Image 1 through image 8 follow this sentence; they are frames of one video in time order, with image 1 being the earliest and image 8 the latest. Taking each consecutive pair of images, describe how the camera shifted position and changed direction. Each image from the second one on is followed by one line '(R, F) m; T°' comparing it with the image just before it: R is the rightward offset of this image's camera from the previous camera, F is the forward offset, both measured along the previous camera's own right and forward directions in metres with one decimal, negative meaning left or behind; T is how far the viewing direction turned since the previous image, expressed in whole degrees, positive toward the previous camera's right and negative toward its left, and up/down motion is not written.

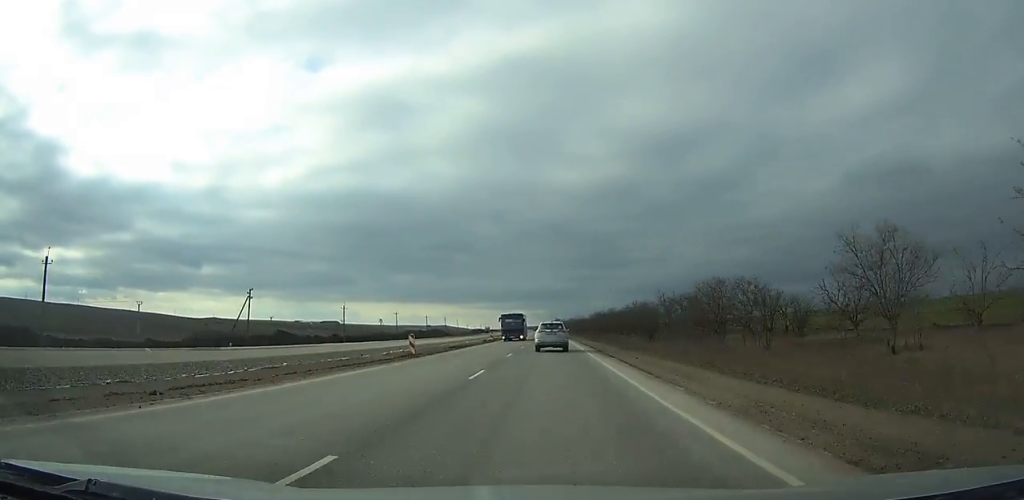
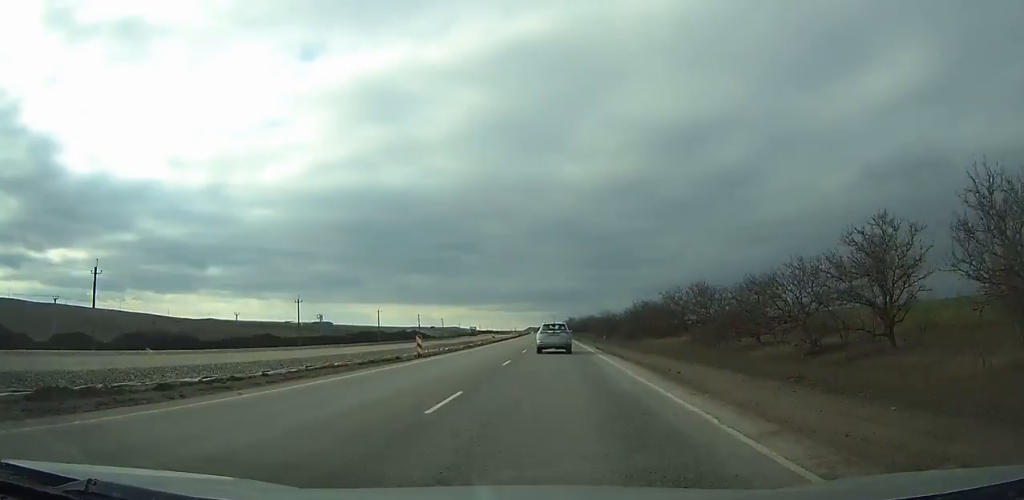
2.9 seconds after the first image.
(-0.6, +76.8) m; -1°
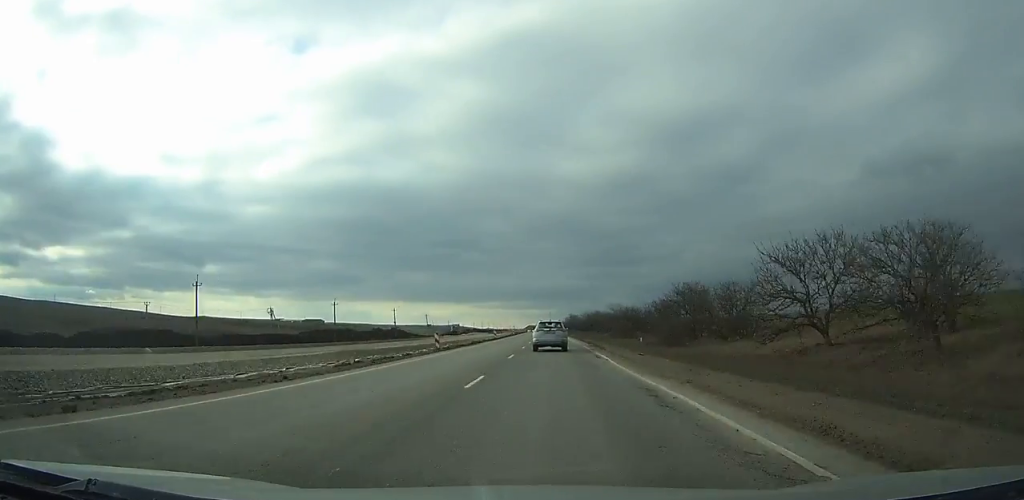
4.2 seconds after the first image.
(0.0, +32.2) m; 0°
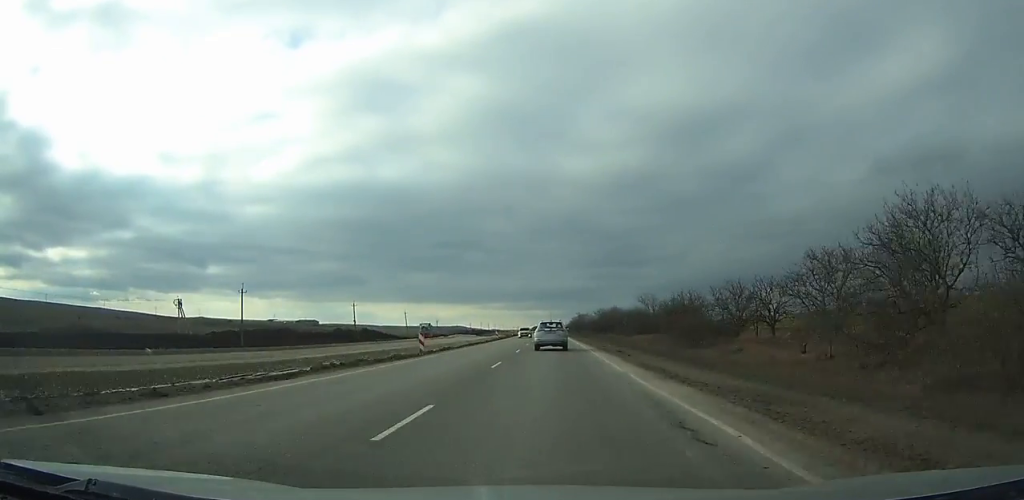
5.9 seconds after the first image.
(-0.1, +41.6) m; 0°
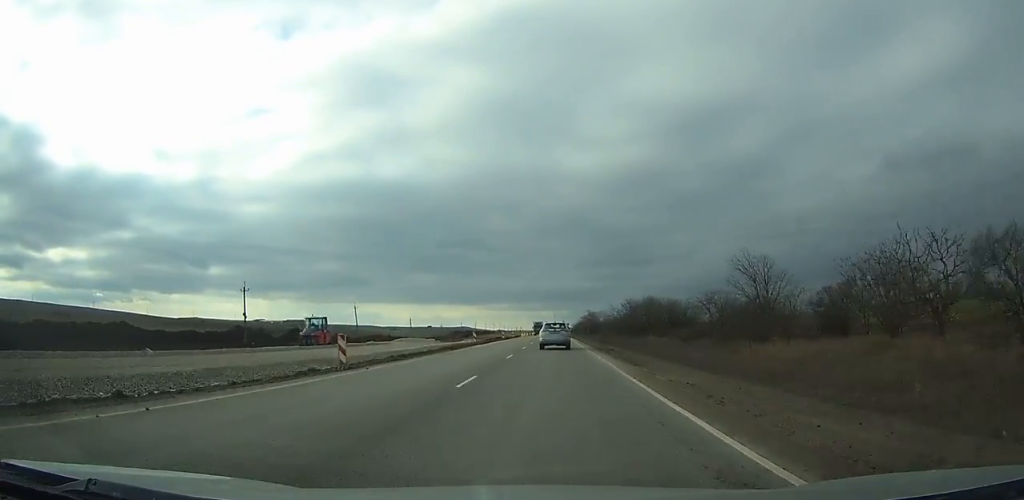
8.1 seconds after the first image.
(-0.2, +54.6) m; 0°
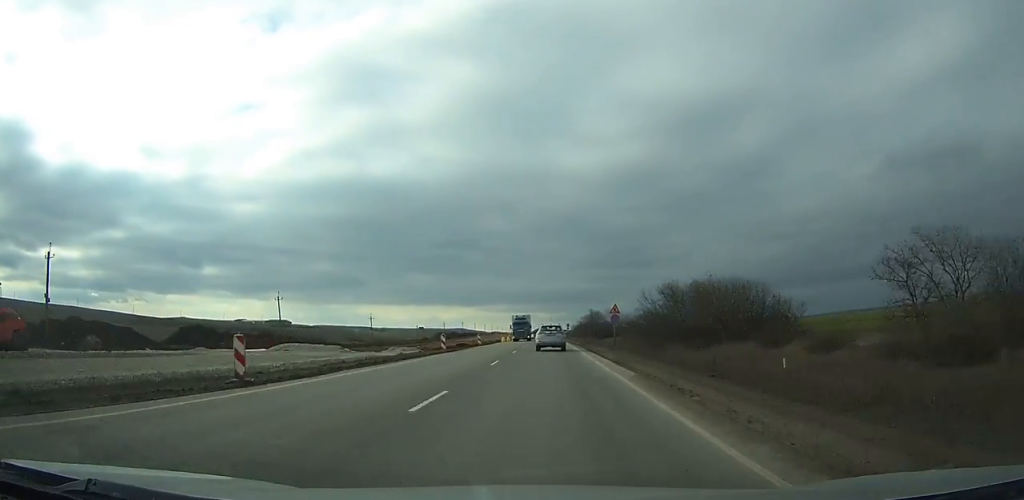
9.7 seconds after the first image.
(-0.1, +39.8) m; 0°
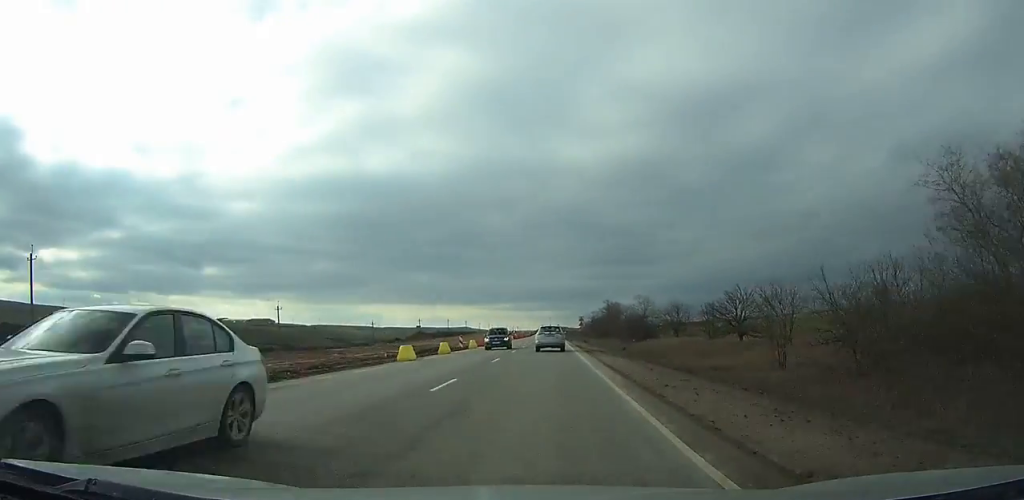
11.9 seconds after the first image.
(-0.2, +56.8) m; 0°
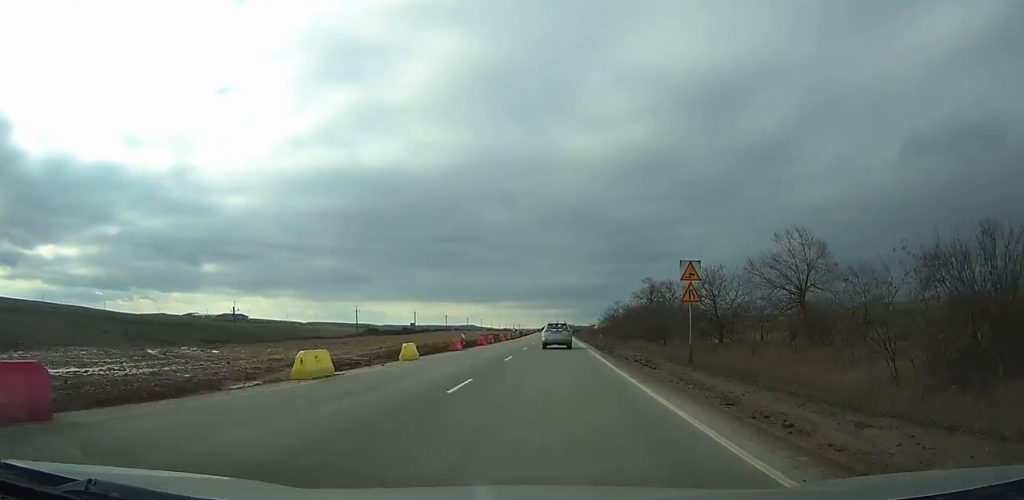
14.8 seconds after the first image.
(-0.3, +72.6) m; 0°
